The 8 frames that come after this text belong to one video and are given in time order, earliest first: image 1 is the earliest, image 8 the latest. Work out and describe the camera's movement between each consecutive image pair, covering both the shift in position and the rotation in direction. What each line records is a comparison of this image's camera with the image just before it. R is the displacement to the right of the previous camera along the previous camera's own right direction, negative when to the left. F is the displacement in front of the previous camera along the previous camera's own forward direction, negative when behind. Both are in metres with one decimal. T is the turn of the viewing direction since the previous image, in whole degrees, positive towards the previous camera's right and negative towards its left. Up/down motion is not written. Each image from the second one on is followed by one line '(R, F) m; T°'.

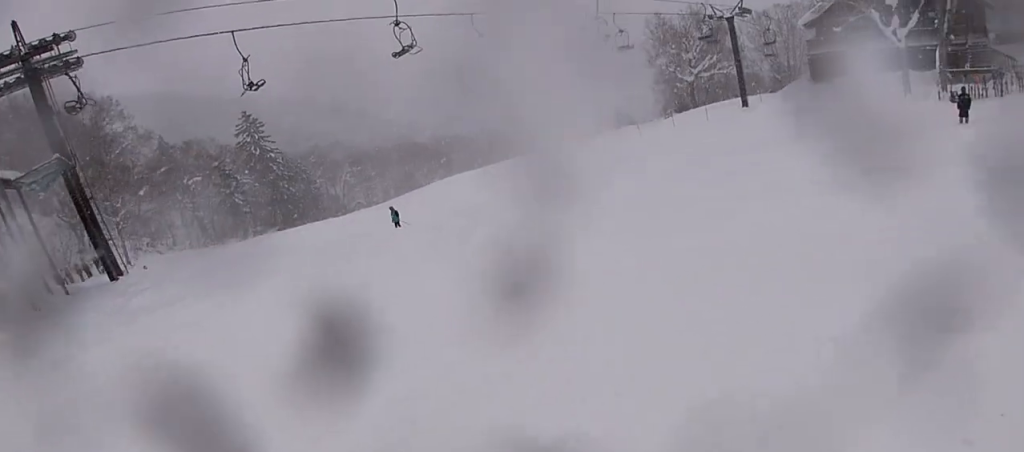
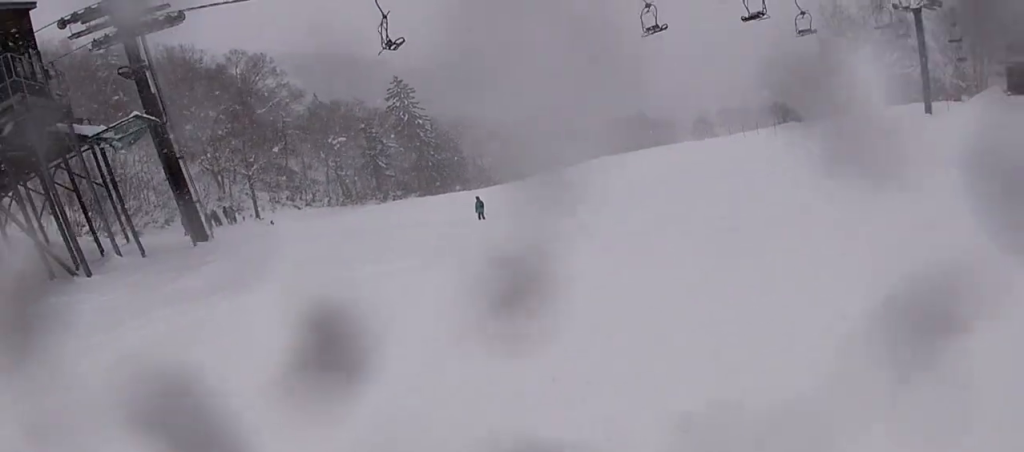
(-0.8, +3.3) m; -15°
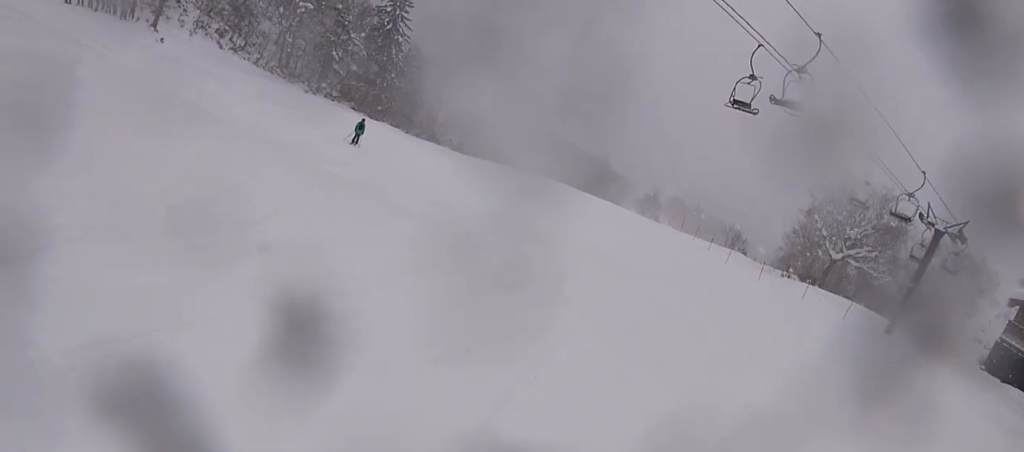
(-2.0, +8.8) m; -13°
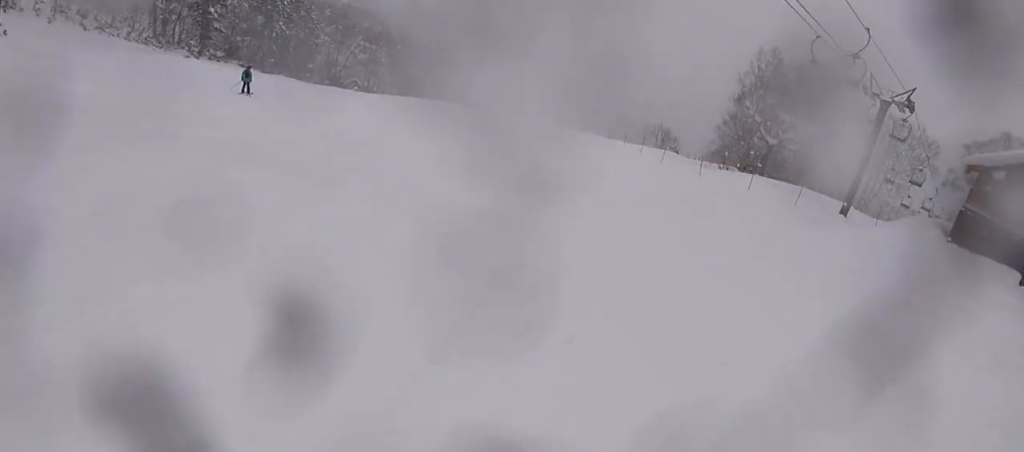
(+0.2, +3.6) m; +4°
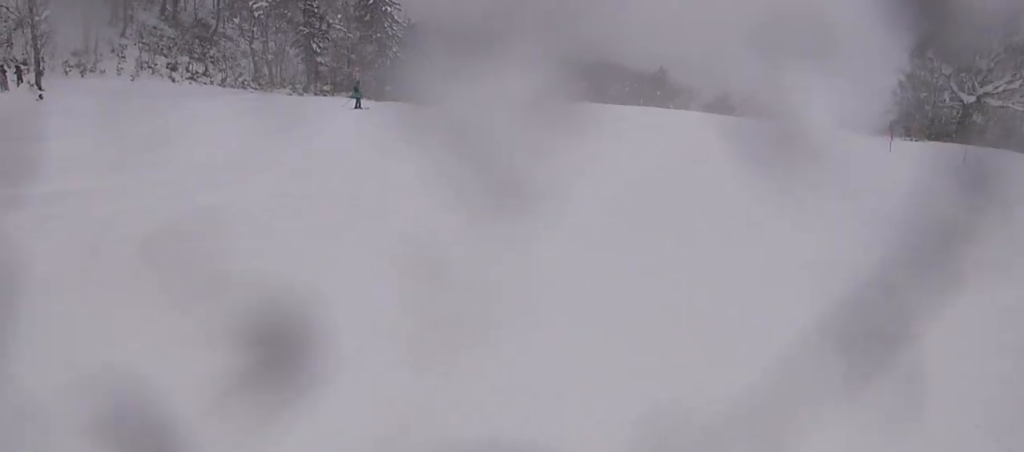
(+0.2, +8.6) m; -13°
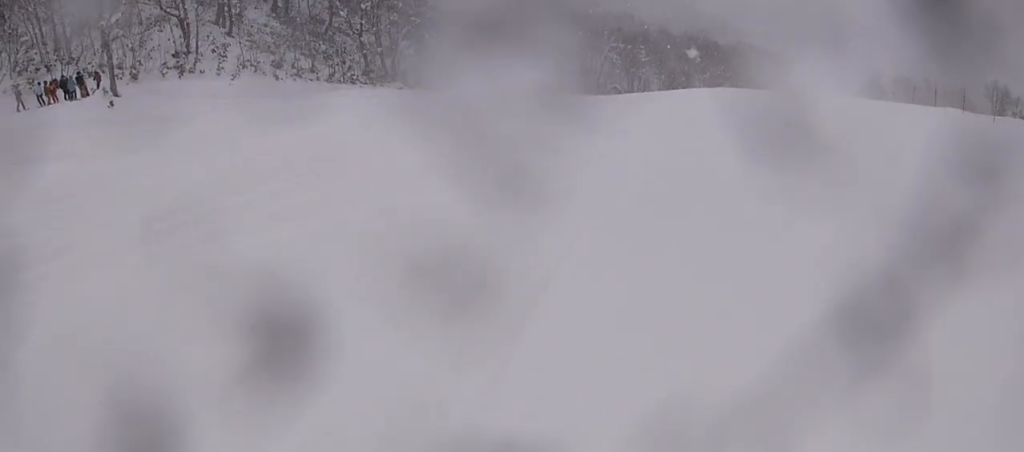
(-1.5, +5.5) m; -7°
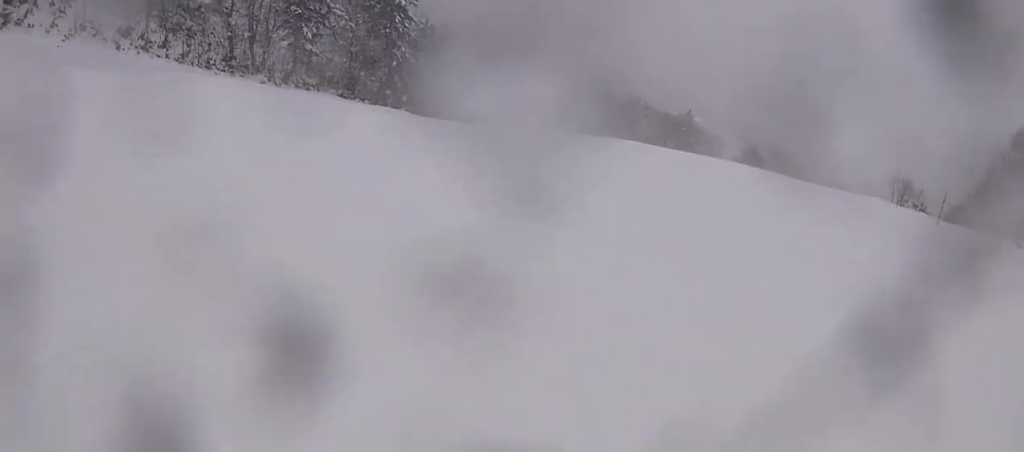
(+0.8, +7.7) m; +16°
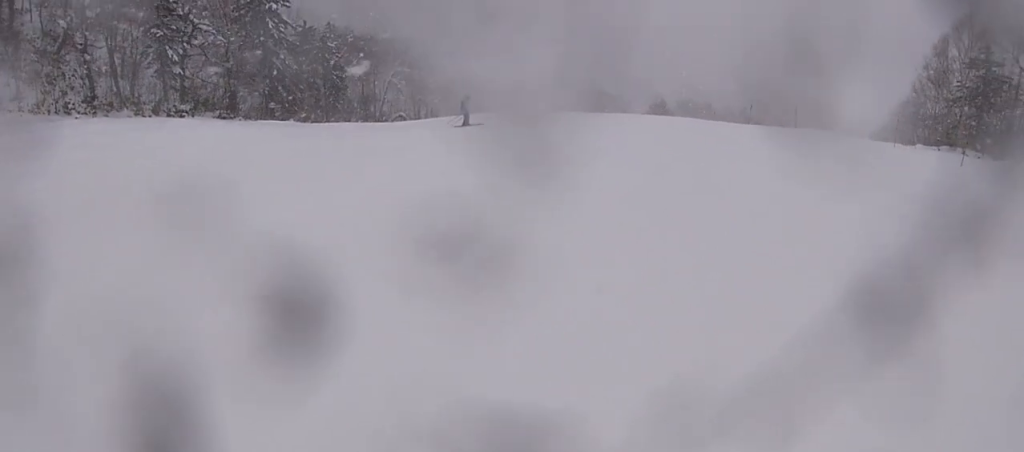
(+0.6, +4.0) m; +3°
